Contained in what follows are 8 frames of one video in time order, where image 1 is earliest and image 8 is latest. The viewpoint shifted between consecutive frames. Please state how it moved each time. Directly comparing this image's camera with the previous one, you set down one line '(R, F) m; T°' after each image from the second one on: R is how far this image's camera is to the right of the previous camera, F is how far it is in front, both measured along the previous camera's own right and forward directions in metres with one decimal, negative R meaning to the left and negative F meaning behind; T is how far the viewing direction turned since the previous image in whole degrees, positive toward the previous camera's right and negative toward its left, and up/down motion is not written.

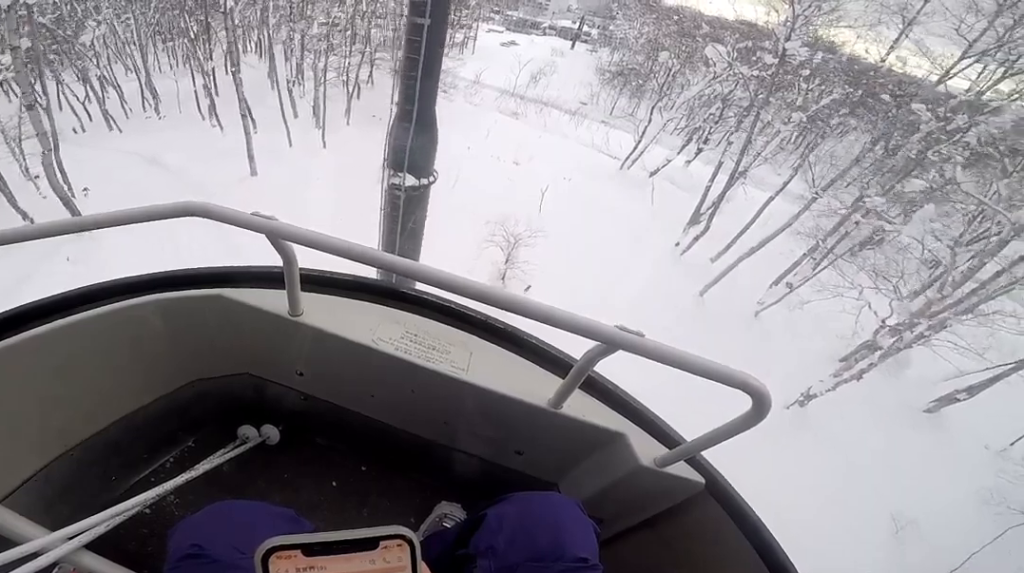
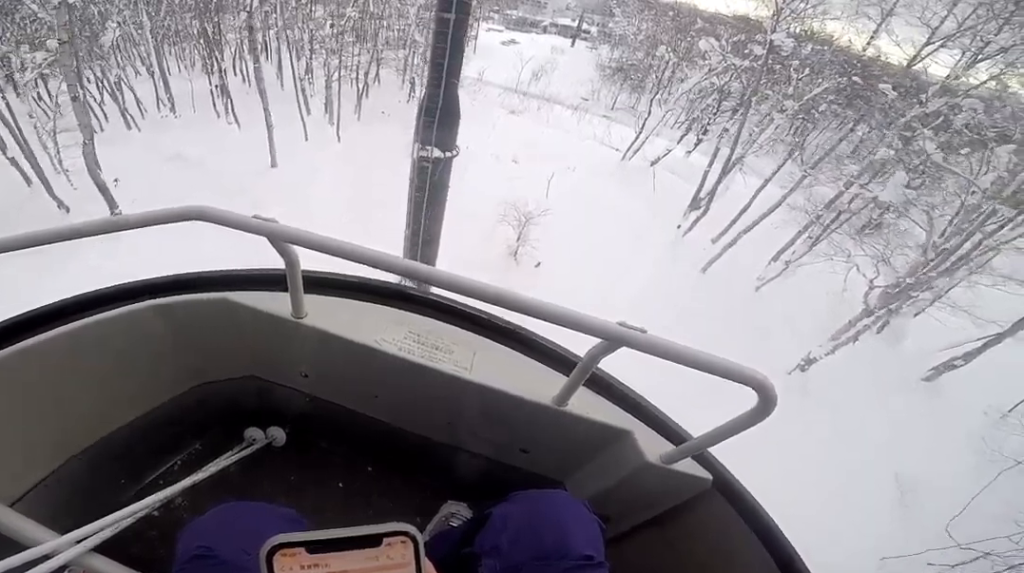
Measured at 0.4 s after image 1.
(+0.2, +1.5) m; -2°
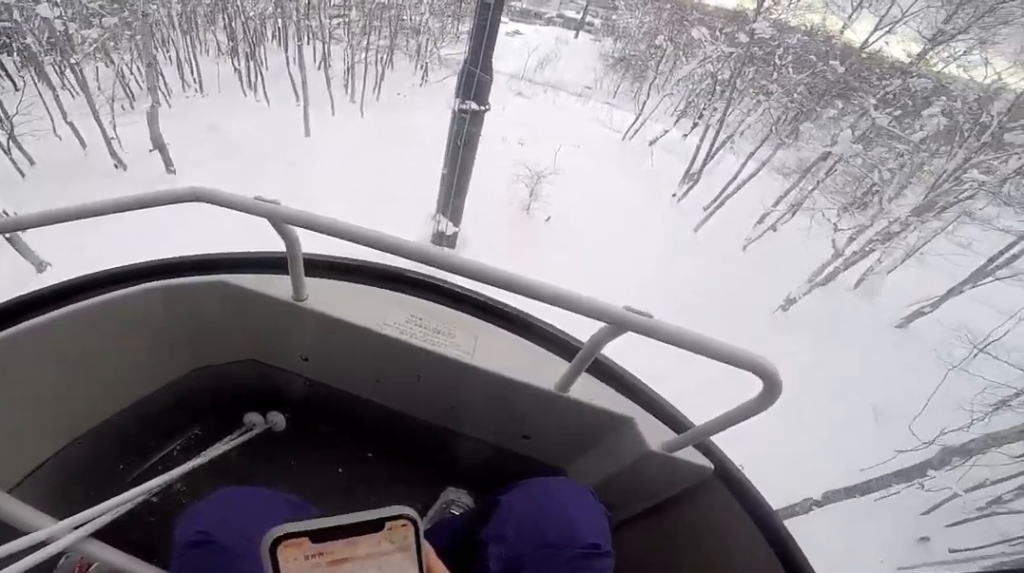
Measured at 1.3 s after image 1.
(-0.8, +3.3) m; -13°
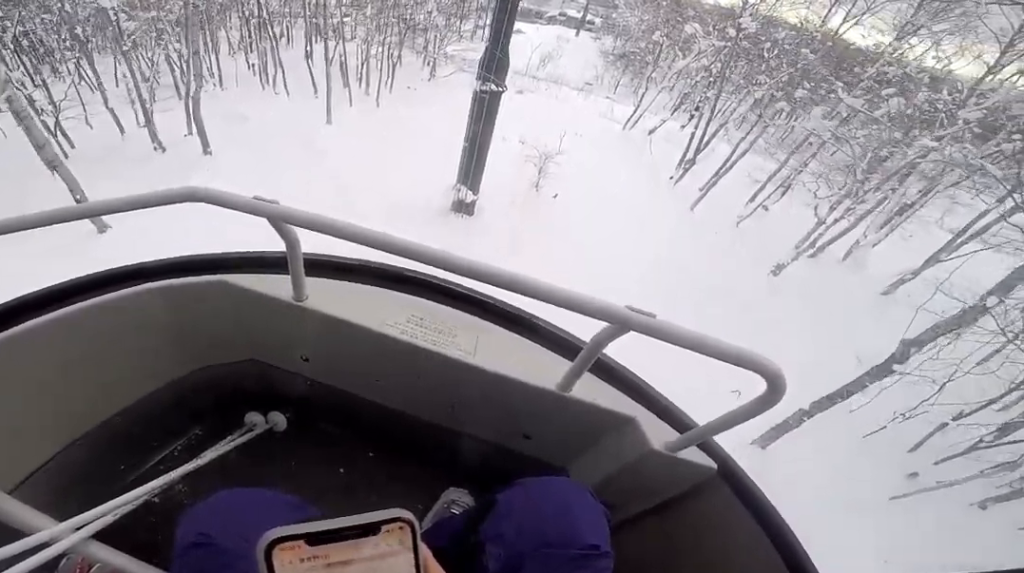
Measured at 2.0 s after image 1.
(0.0, +2.5) m; 0°
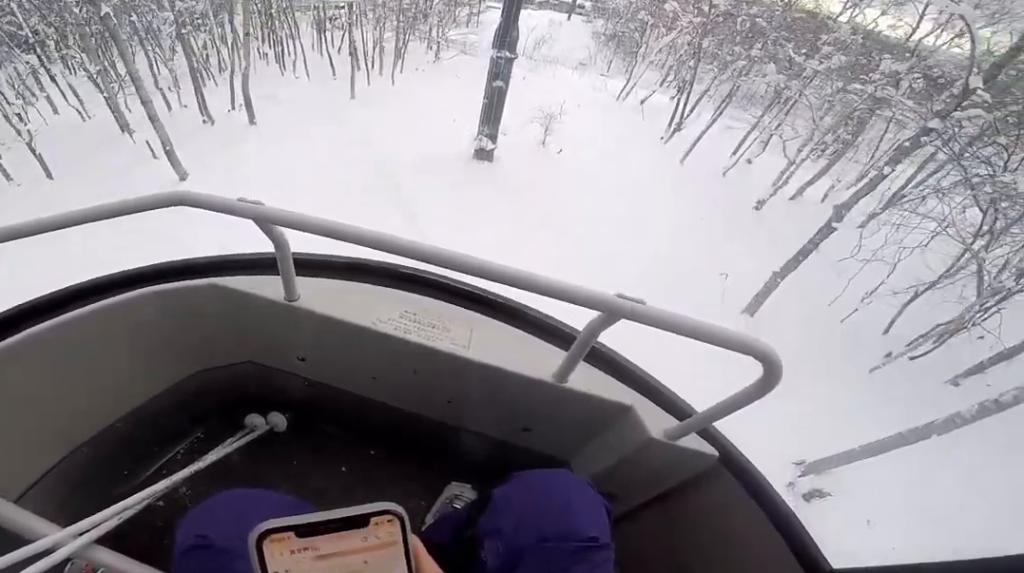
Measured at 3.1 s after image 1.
(0.0, +4.5) m; +2°
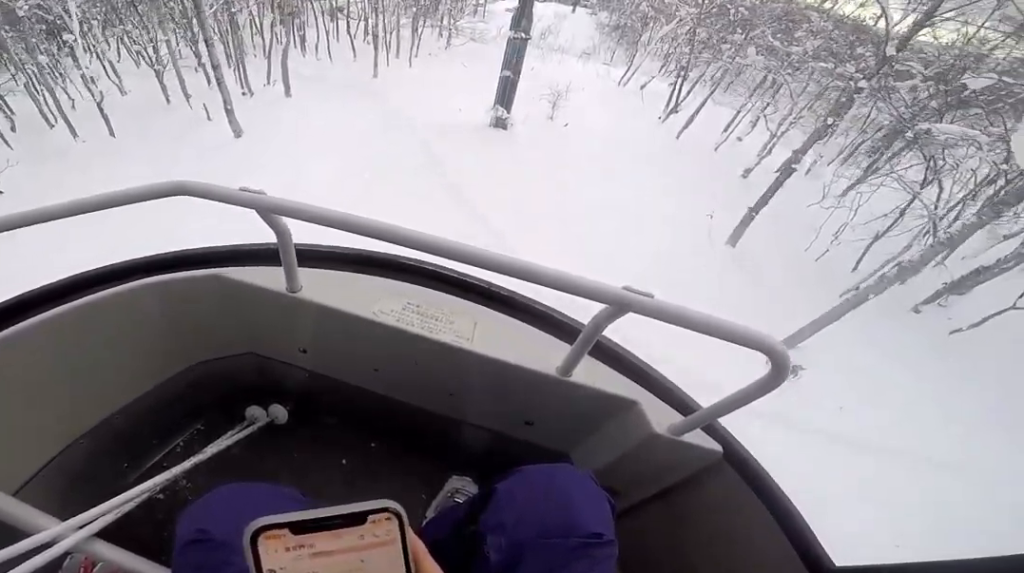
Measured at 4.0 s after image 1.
(+0.1, +4.0) m; +6°
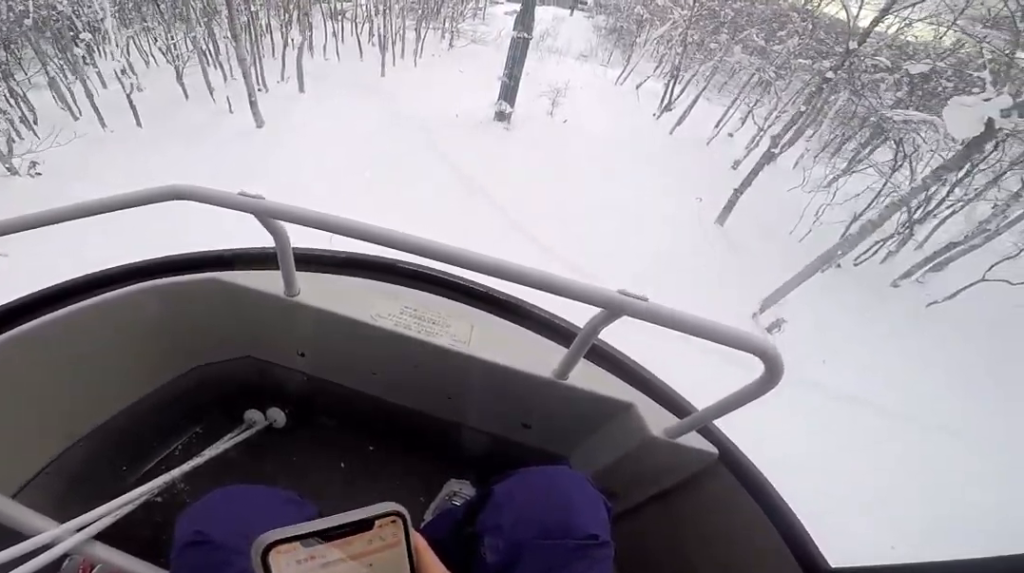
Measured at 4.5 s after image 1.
(+0.1, +2.2) m; +2°
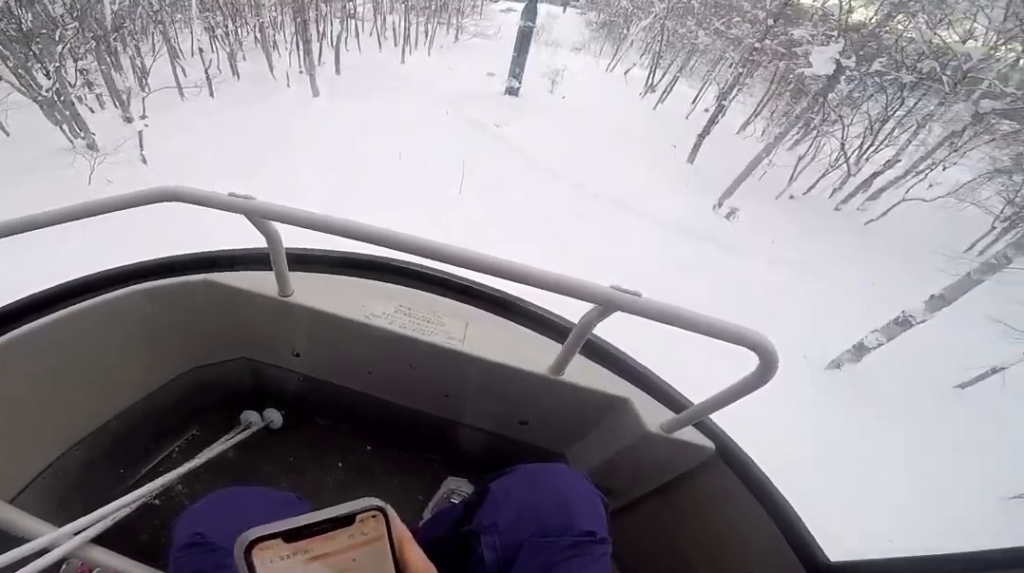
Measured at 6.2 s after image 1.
(-0.1, +7.3) m; -8°
